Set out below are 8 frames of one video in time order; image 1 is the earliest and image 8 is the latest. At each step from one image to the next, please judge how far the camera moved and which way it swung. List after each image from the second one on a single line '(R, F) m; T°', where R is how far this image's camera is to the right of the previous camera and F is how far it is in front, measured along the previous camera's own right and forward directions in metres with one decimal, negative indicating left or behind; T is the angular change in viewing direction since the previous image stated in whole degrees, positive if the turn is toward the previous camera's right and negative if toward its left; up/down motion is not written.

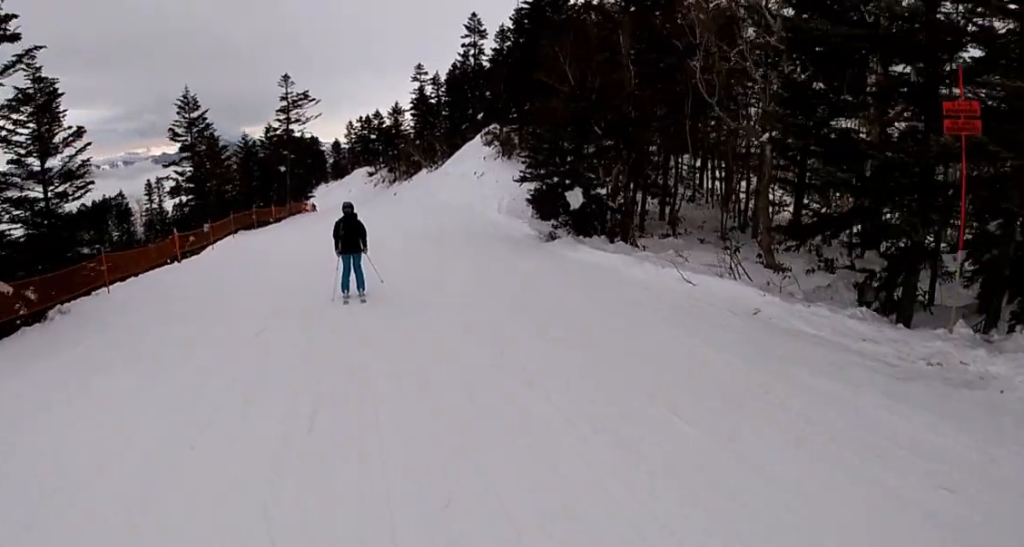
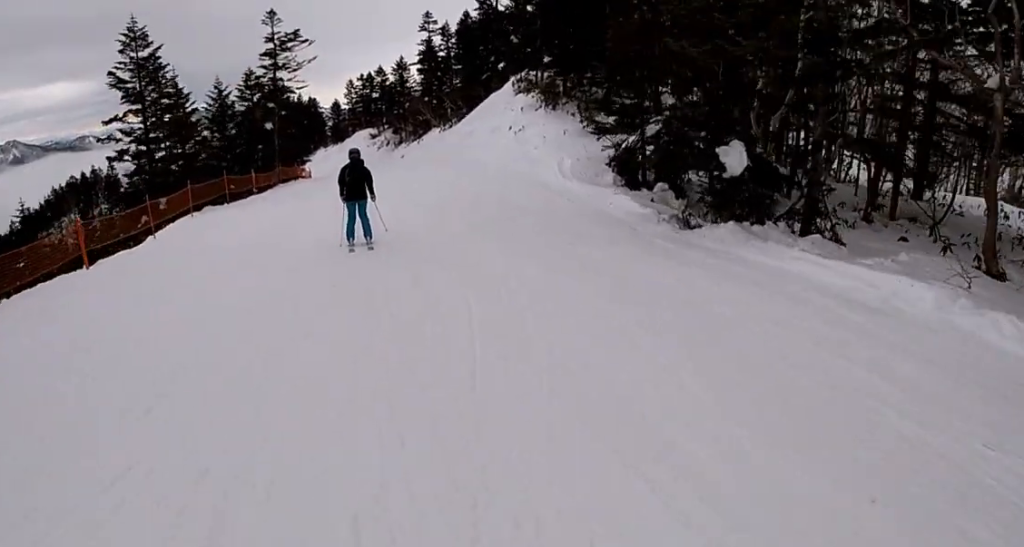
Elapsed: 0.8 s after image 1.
(+0.3, +7.1) m; +2°
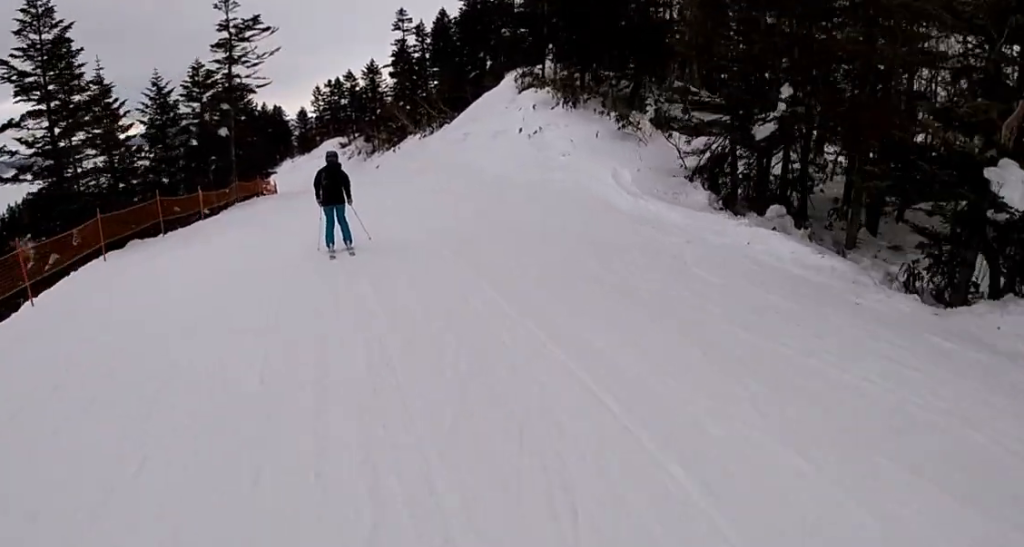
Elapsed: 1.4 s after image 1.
(+0.1, +5.5) m; +2°
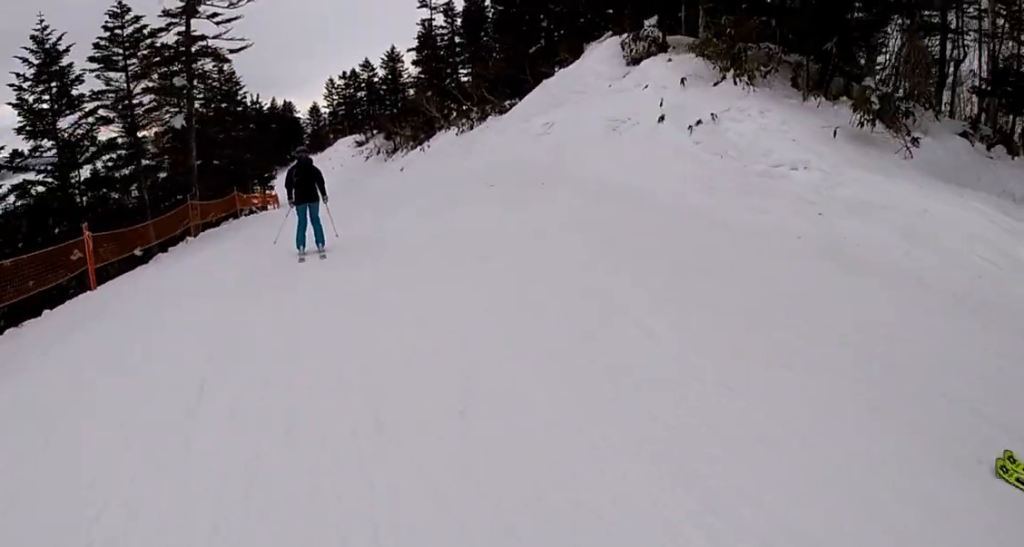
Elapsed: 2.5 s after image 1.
(+0.3, +9.5) m; +2°
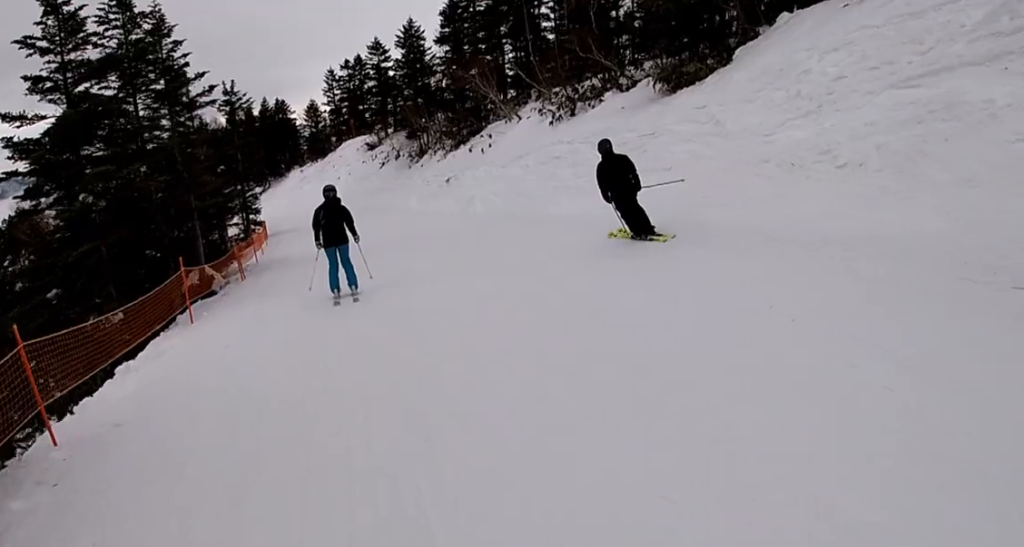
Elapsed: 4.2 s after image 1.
(-0.8, +15.4) m; -5°
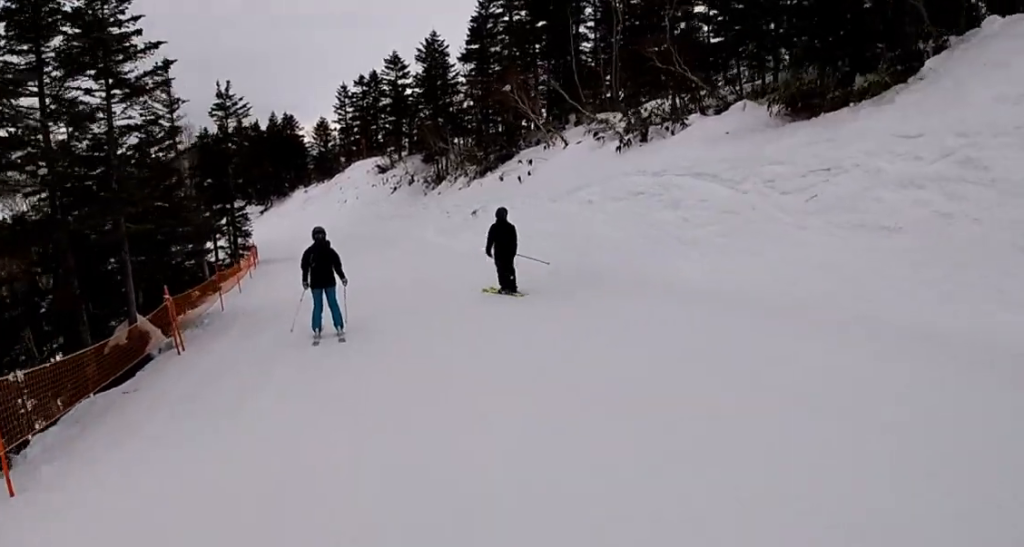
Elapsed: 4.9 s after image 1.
(+0.2, +5.8) m; +1°
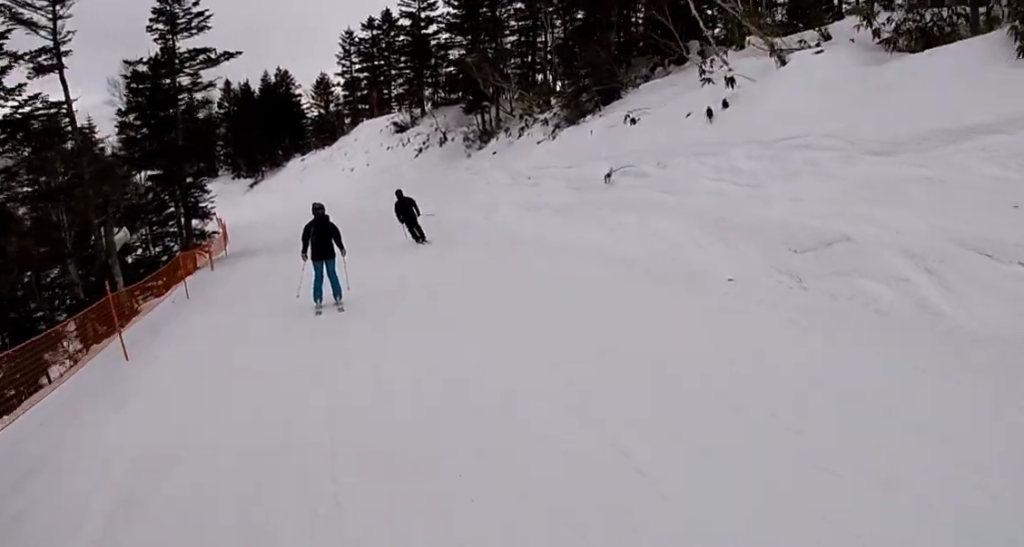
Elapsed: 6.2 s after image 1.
(-0.1, +12.4) m; -2°
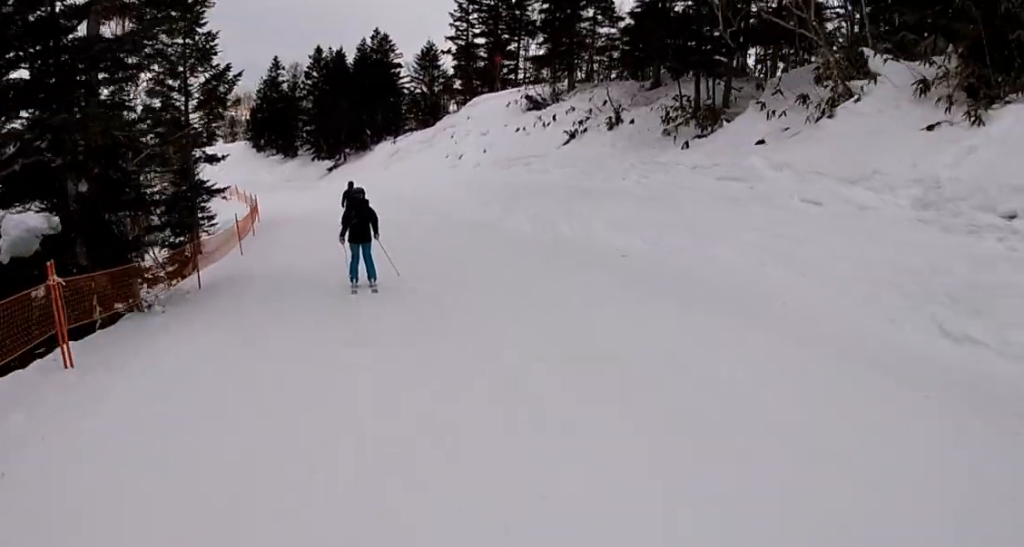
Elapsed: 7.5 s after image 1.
(-0.1, +12.5) m; -6°
